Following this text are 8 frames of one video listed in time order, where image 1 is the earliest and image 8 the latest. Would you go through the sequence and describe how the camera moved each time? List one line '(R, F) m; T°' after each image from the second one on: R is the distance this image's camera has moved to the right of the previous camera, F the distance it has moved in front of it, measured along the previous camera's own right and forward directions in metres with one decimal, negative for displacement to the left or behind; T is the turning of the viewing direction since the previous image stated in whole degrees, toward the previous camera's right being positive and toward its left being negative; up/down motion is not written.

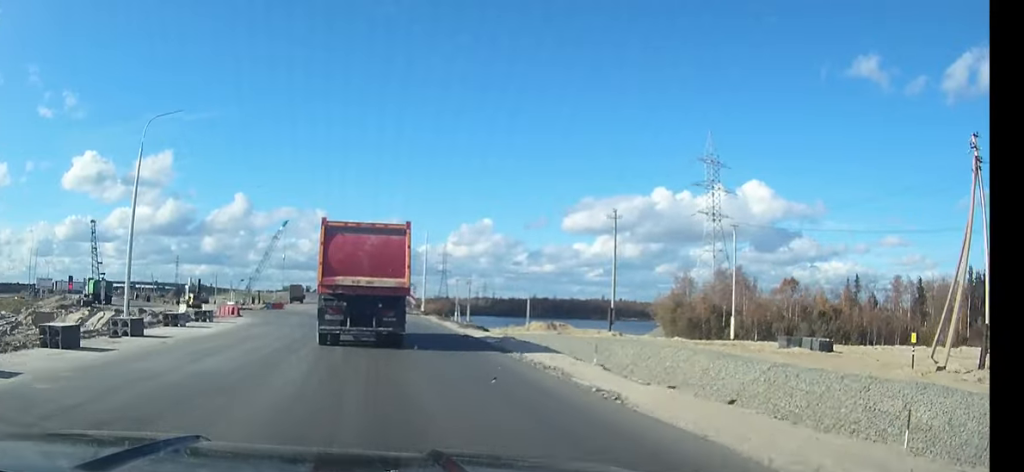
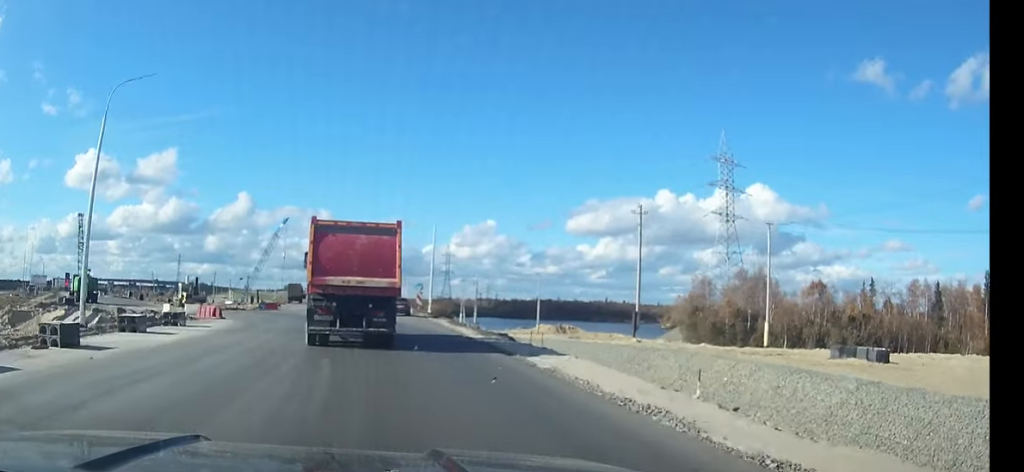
(0.0, +5.1) m; -1°
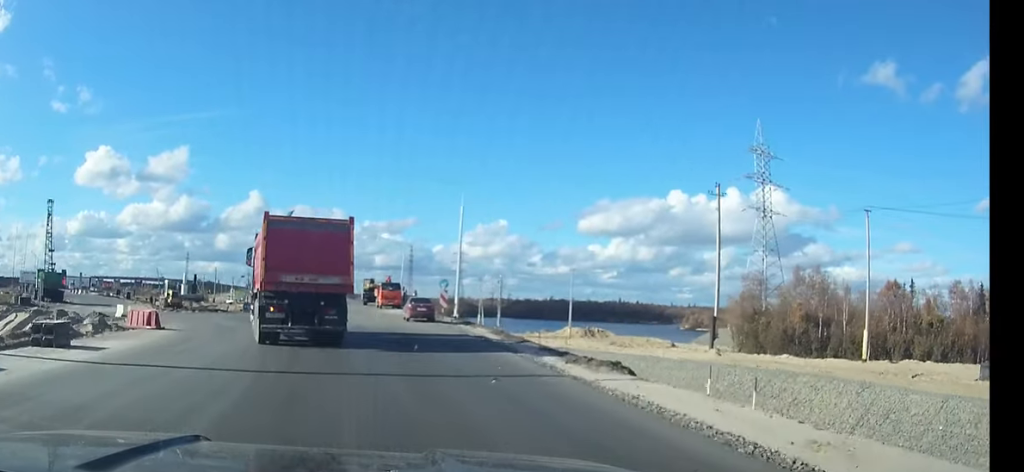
(-0.2, +11.6) m; -5°
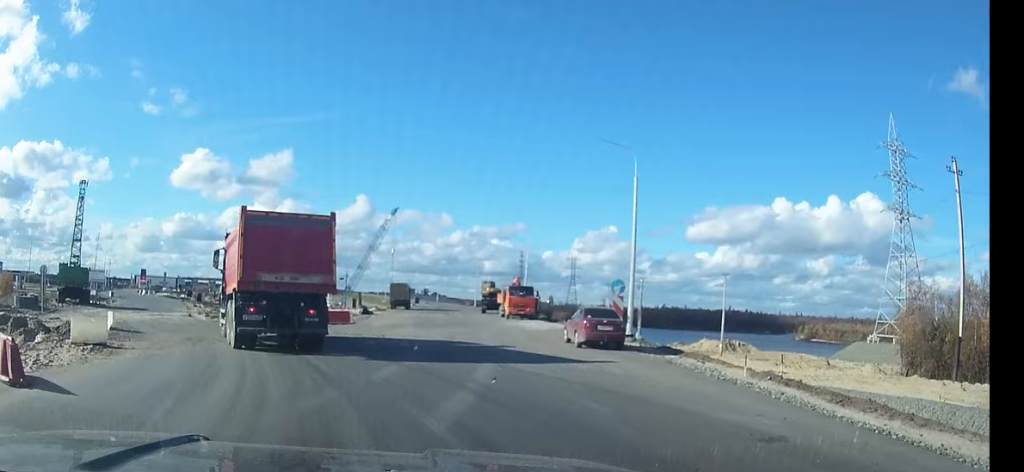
(-1.4, +13.5) m; -11°
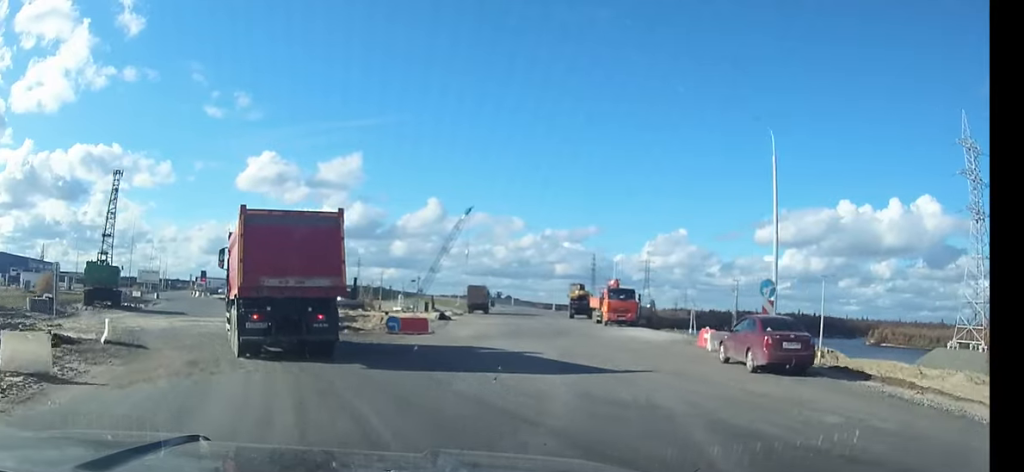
(-0.3, +5.7) m; -5°
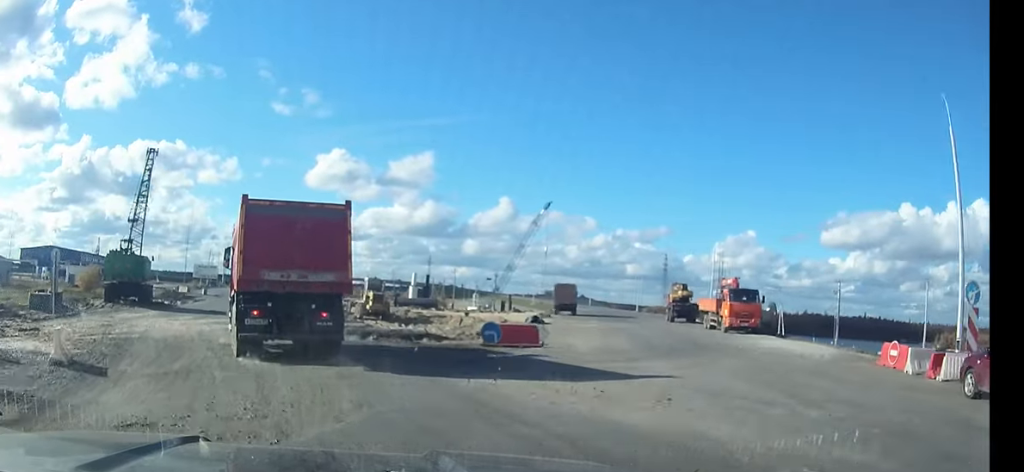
(-0.3, +6.5) m; -5°
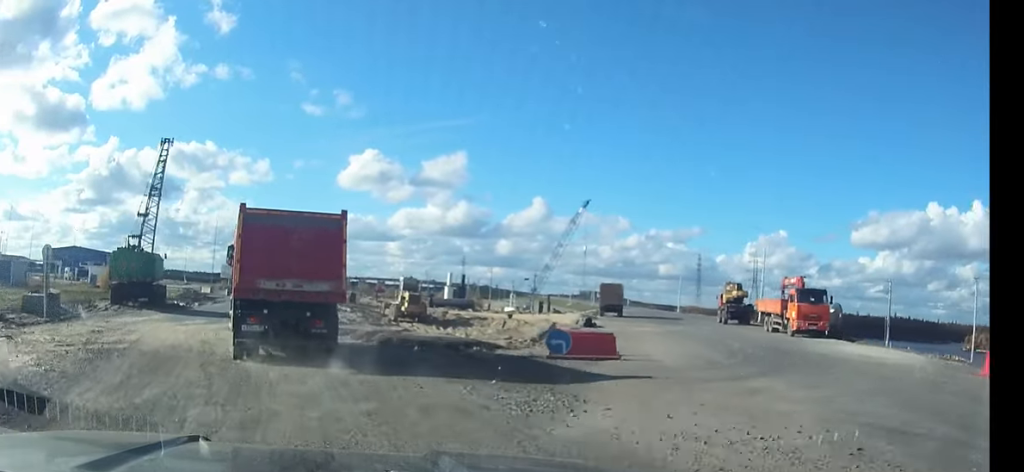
(0.0, +3.7) m; -4°
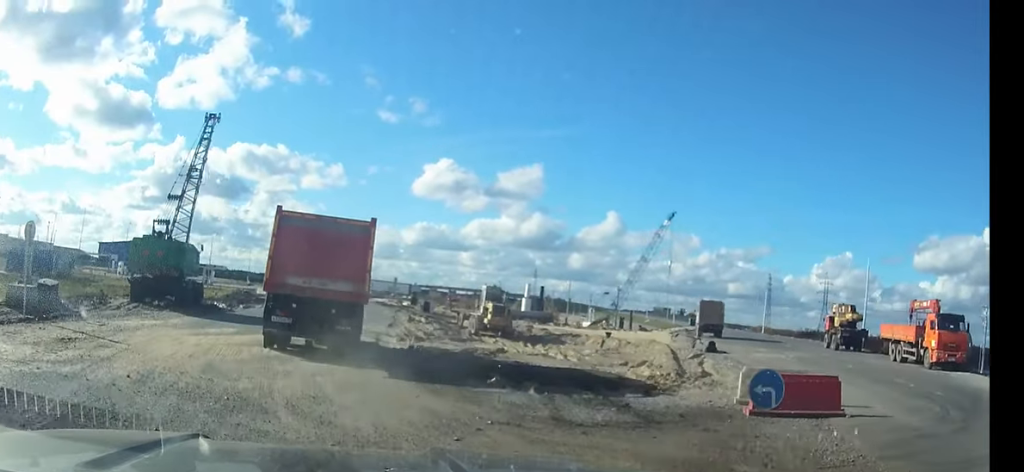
(-0.6, +7.1) m; -7°
